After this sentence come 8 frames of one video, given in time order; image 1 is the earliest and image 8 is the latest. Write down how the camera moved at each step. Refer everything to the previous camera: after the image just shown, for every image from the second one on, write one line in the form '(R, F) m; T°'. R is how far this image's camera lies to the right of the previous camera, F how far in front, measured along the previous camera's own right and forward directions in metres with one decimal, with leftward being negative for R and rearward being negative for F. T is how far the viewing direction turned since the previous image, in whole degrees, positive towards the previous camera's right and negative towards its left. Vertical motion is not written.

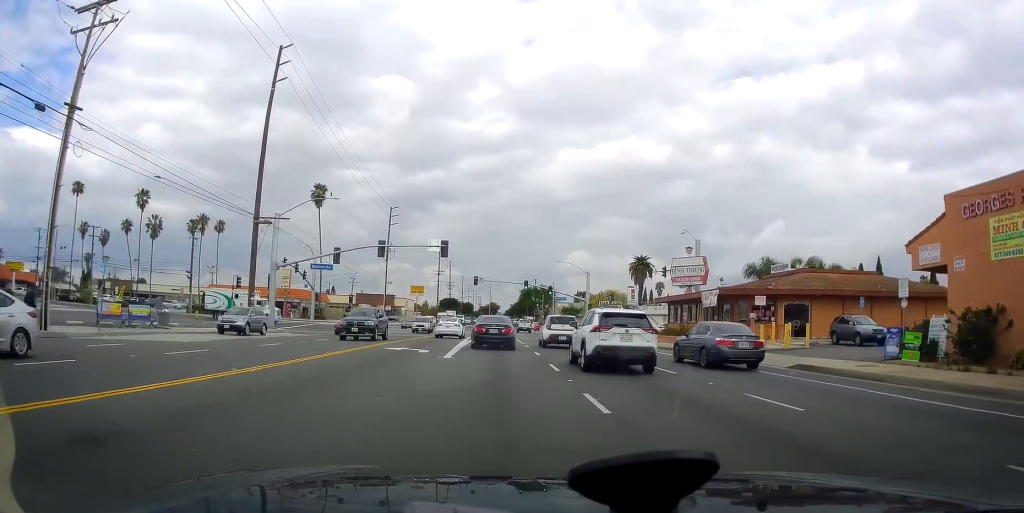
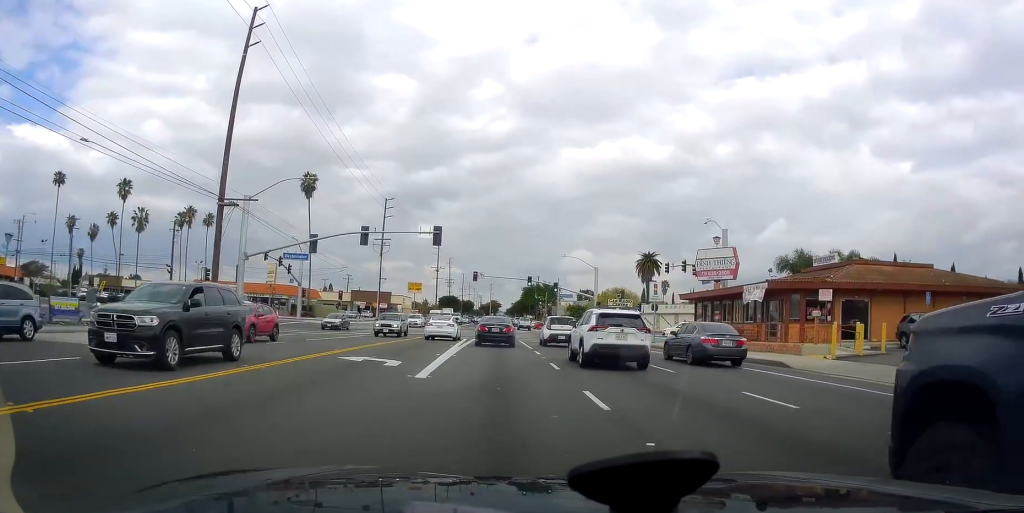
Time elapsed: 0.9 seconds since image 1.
(+0.4, +5.5) m; +6°
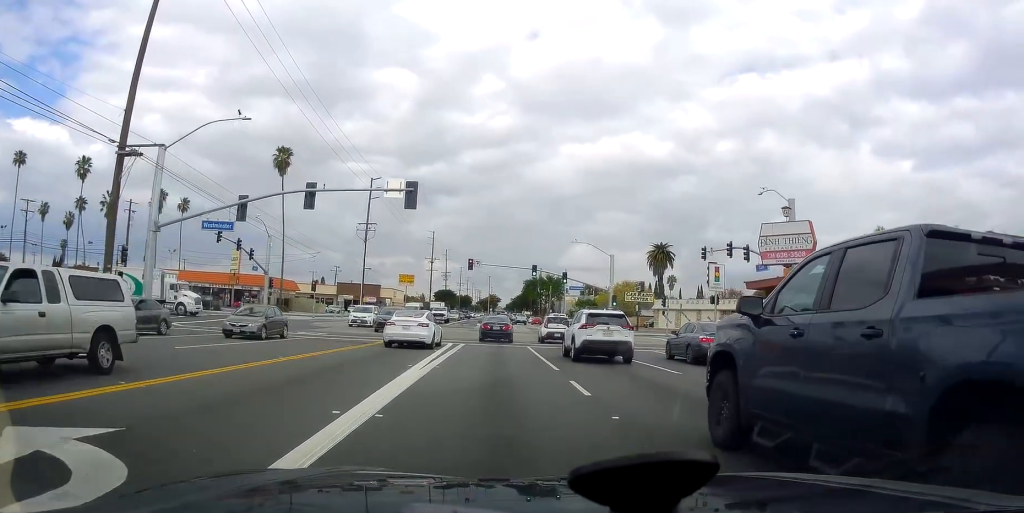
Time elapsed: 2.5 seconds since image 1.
(+0.4, +11.0) m; +2°
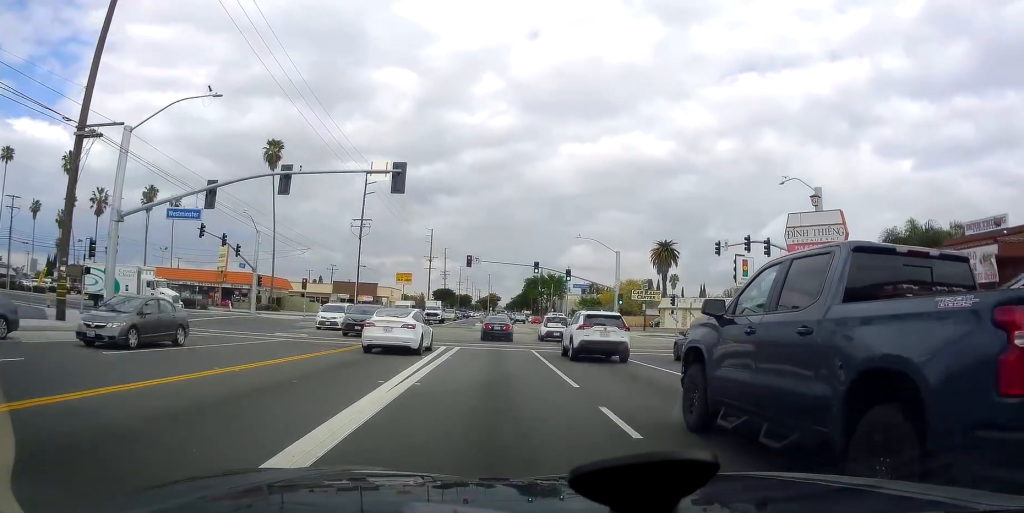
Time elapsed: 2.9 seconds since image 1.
(0.0, +3.5) m; 0°
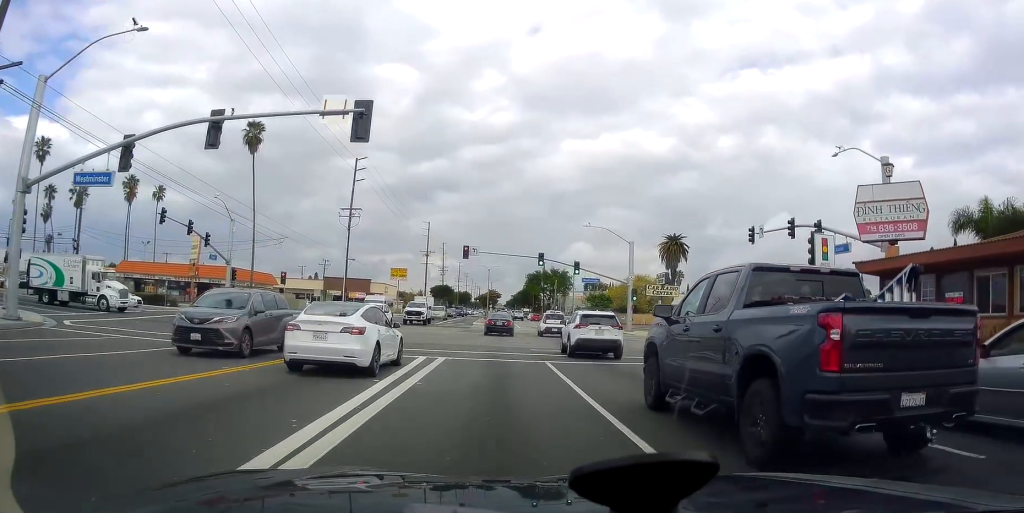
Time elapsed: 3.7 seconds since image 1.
(0.0, +7.1) m; 0°
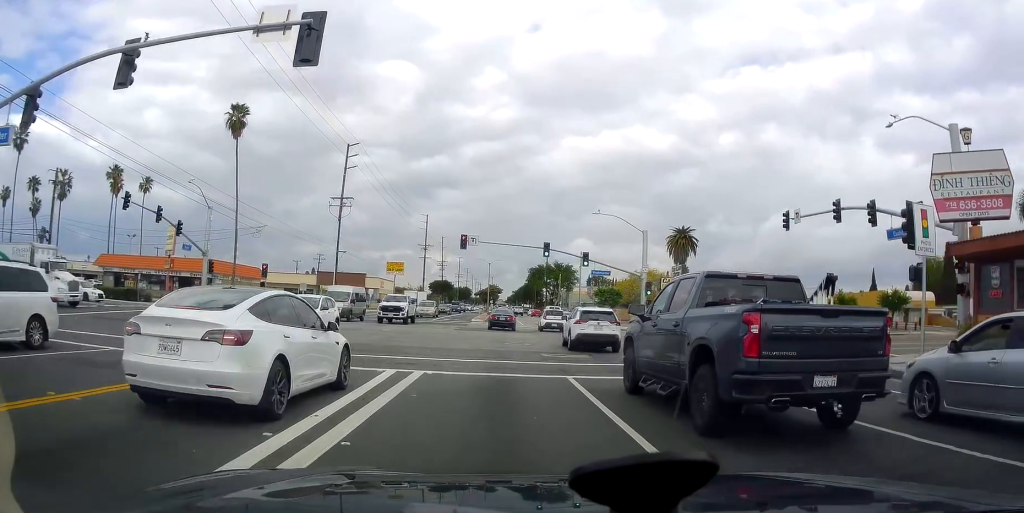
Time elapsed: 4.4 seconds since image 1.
(0.0, +5.7) m; 0°
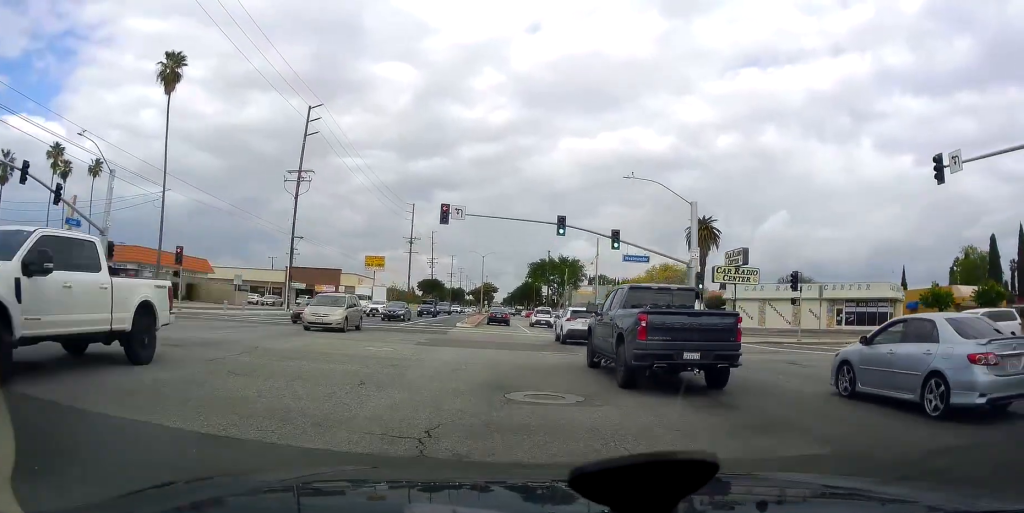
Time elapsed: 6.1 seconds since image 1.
(0.0, +17.0) m; 0°
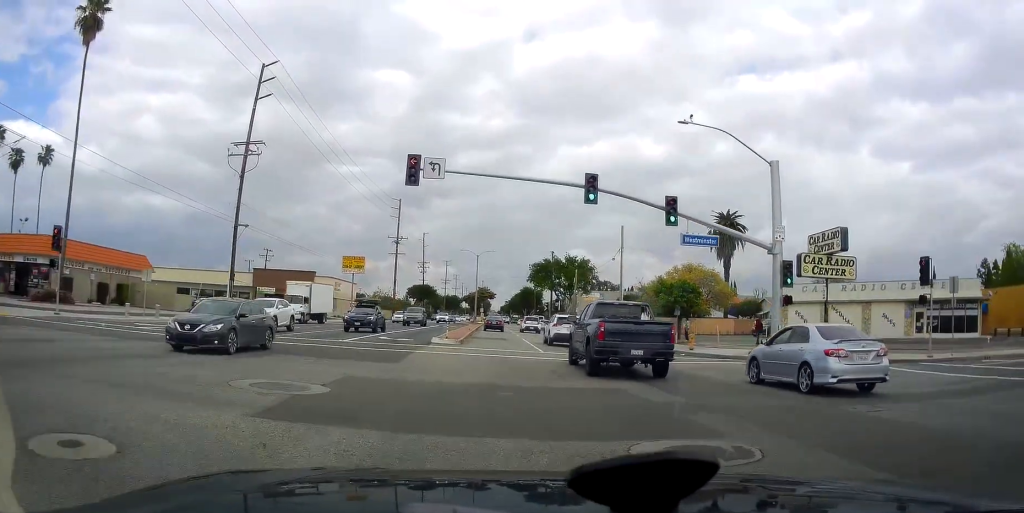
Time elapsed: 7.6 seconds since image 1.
(0.0, +14.8) m; 0°
